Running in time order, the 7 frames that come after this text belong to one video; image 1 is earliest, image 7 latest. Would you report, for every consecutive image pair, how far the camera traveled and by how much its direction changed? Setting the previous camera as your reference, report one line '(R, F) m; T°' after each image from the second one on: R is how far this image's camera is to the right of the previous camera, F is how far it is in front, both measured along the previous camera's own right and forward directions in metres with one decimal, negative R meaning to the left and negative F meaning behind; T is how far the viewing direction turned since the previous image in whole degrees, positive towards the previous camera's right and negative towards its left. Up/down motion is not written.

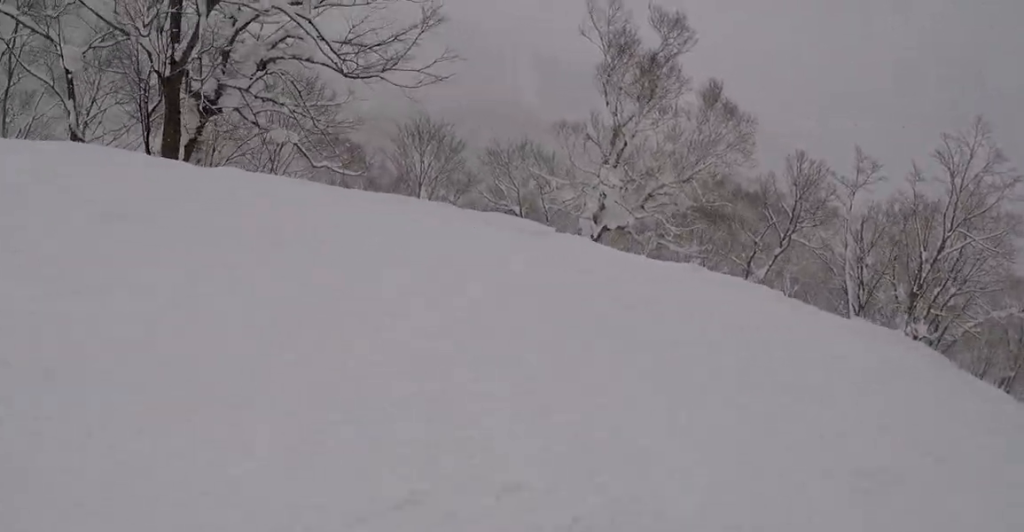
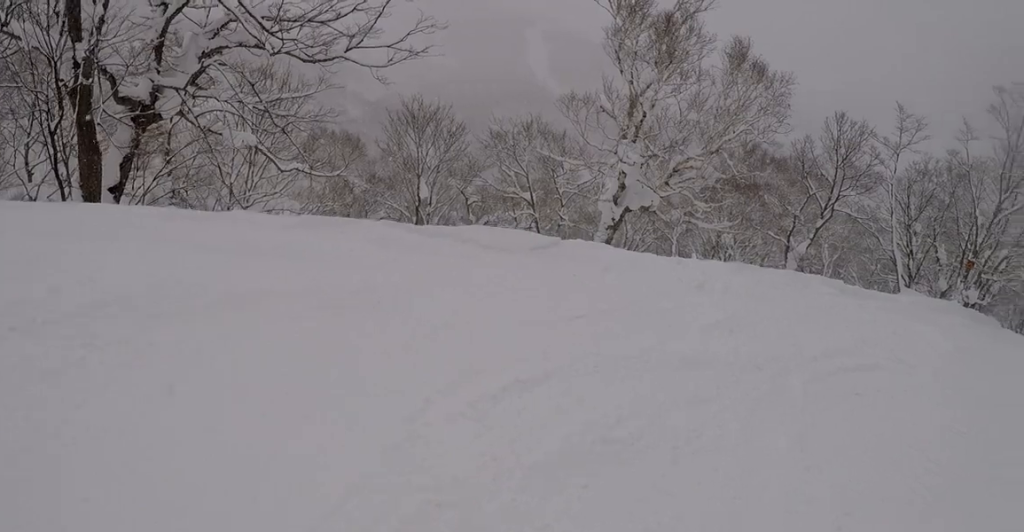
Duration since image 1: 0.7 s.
(-0.2, +2.8) m; +19°
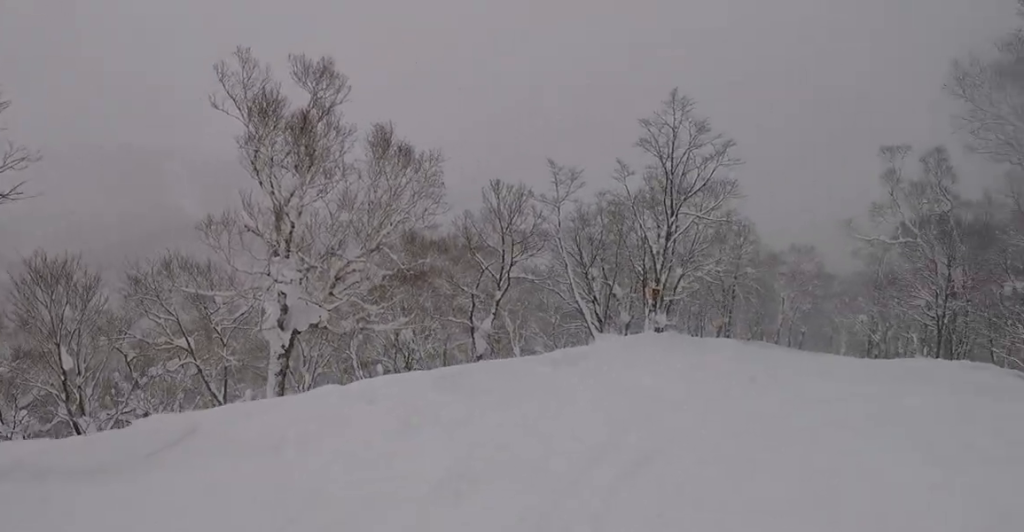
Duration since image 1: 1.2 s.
(+0.8, +1.9) m; +15°
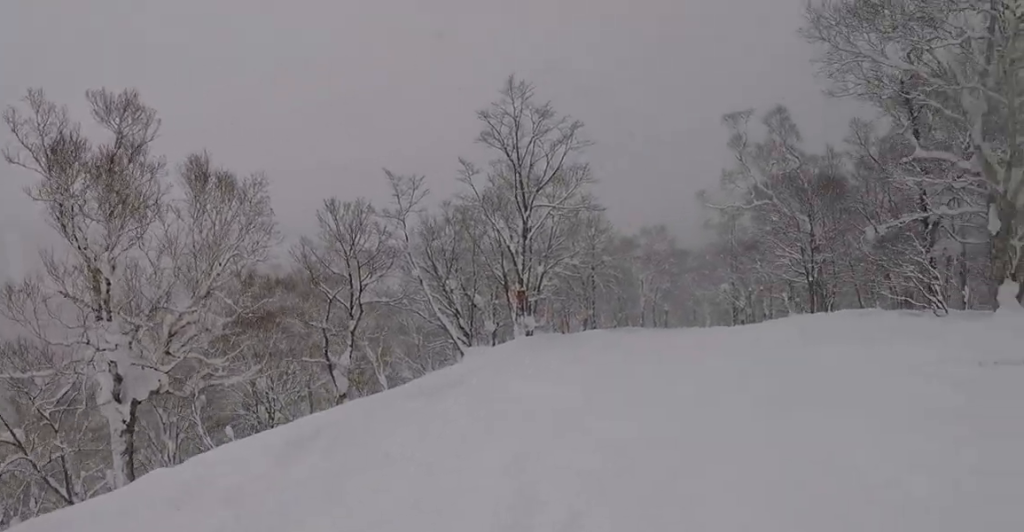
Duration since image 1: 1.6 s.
(+0.4, +1.8) m; +13°
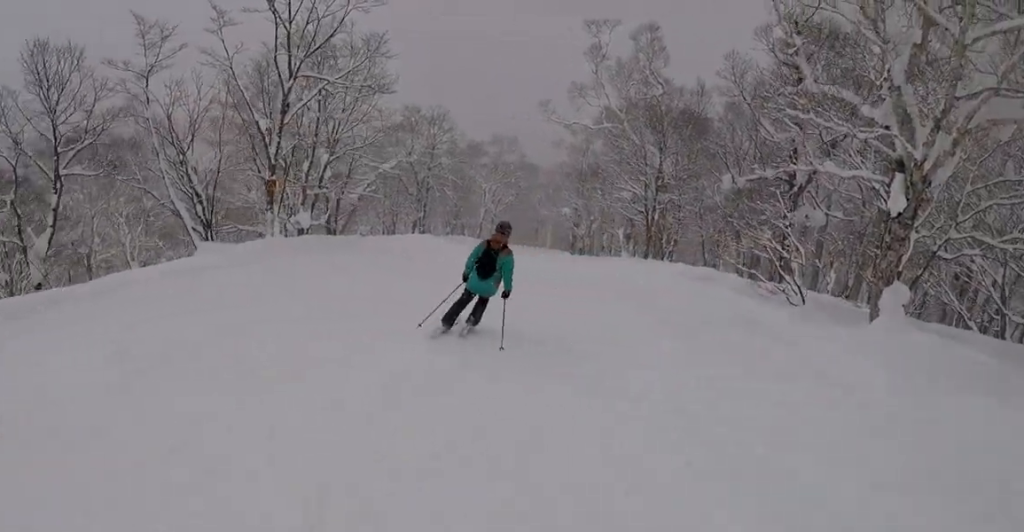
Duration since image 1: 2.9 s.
(+0.3, +5.8) m; -5°
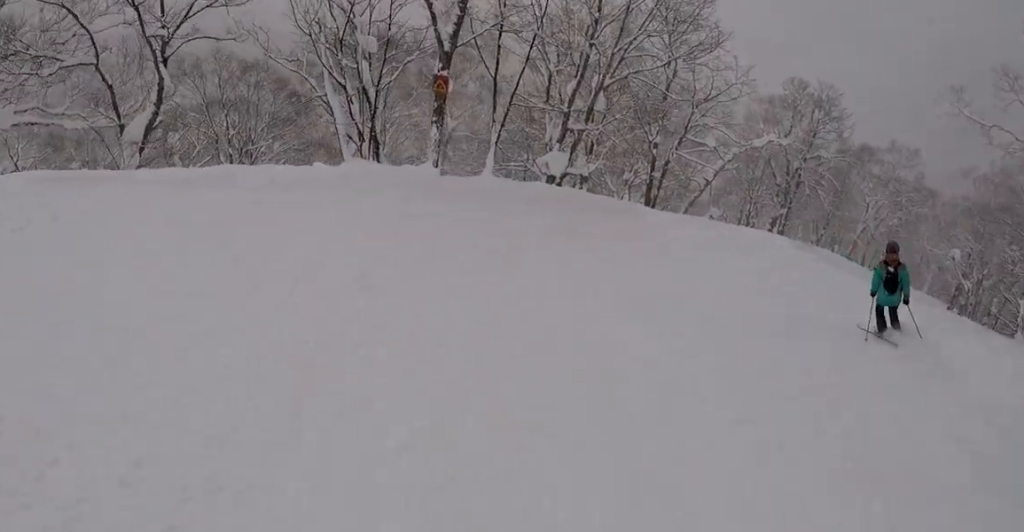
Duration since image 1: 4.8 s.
(-3.3, +6.7) m; -35°
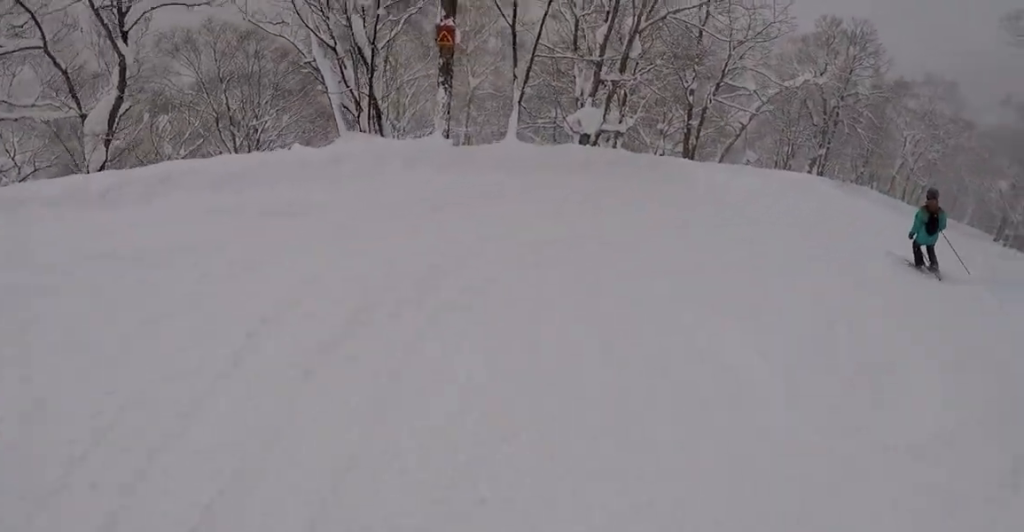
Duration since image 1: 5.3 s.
(+0.2, +2.0) m; +13°
